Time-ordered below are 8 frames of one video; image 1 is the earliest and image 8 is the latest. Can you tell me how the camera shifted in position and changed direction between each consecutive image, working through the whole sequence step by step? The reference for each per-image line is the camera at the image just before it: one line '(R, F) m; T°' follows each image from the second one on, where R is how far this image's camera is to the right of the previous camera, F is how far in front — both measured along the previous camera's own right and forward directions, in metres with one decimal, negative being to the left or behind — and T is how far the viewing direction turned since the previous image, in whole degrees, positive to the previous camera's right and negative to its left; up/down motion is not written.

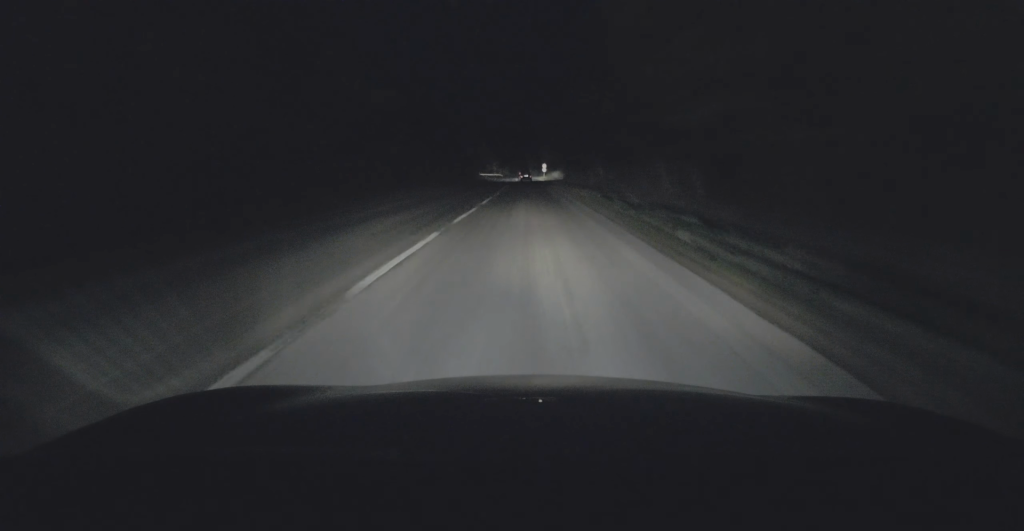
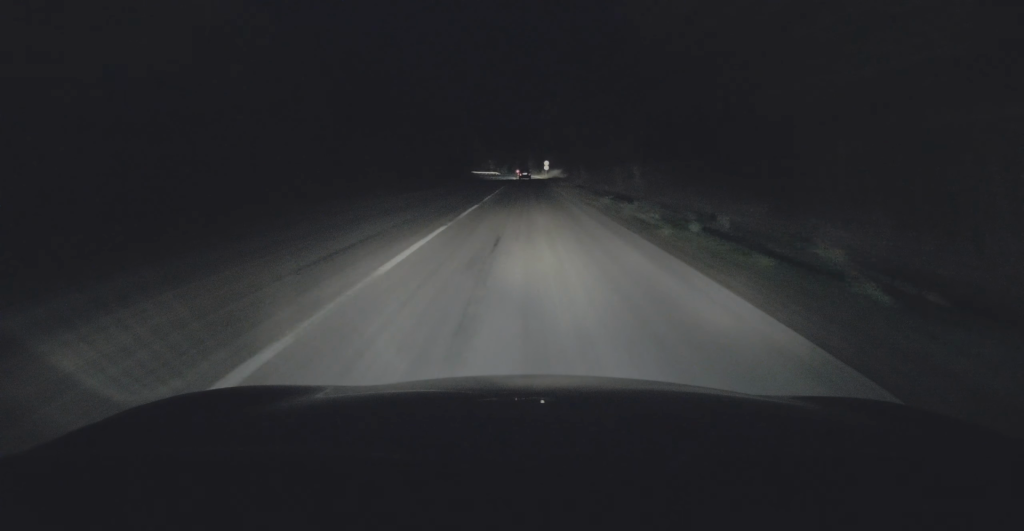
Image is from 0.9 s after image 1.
(-0.1, +18.4) m; -1°
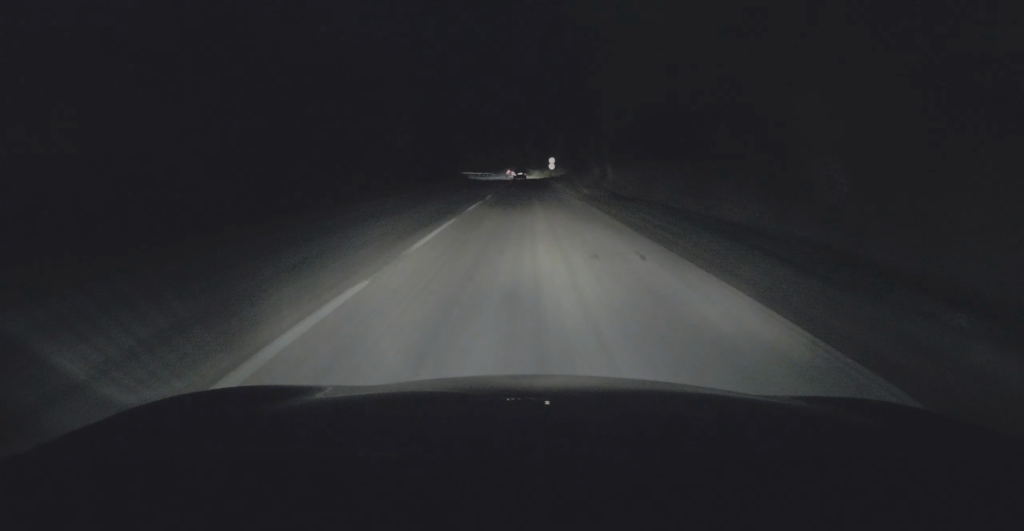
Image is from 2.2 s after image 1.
(-0.1, +23.9) m; 0°
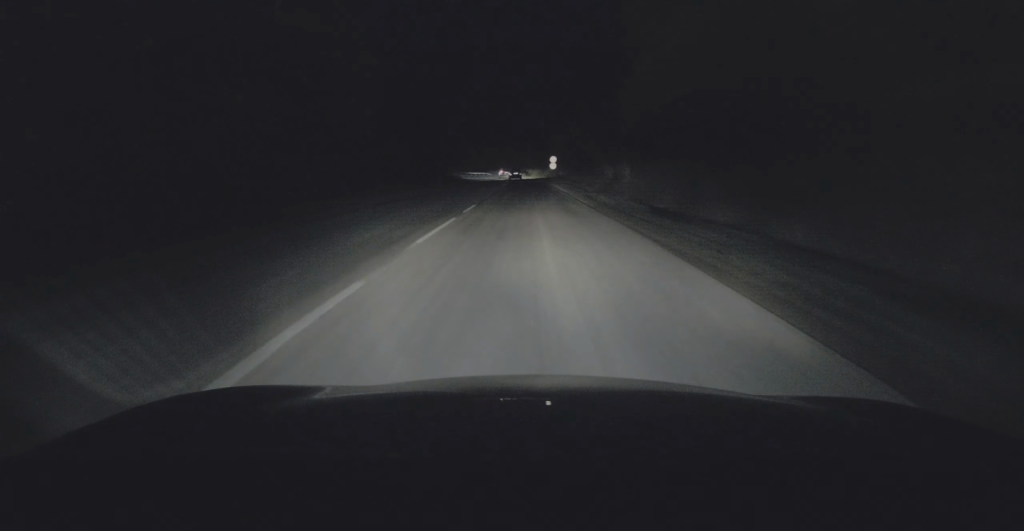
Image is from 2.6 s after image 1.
(+0.1, +8.9) m; 0°
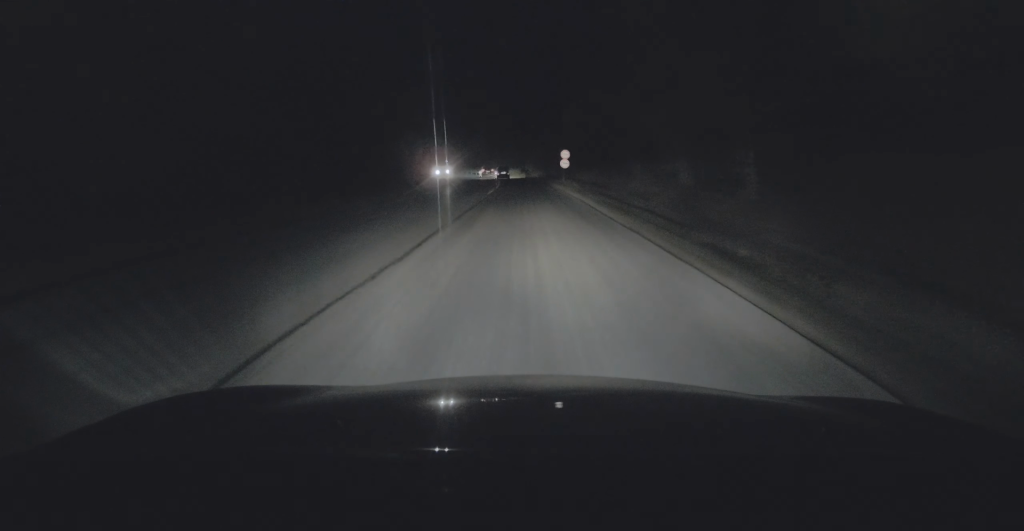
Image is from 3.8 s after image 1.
(+0.2, +21.5) m; 0°
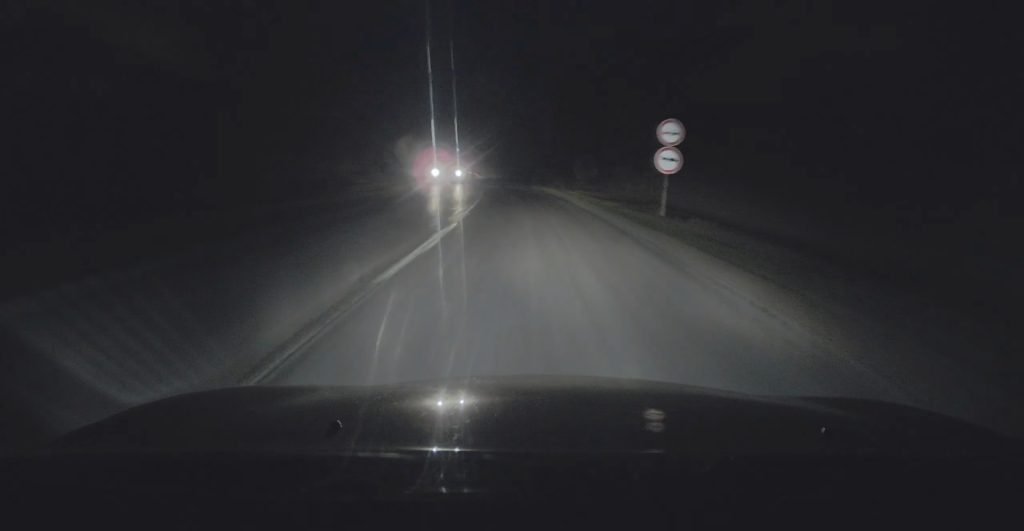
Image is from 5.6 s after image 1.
(-0.4, +34.8) m; -2°
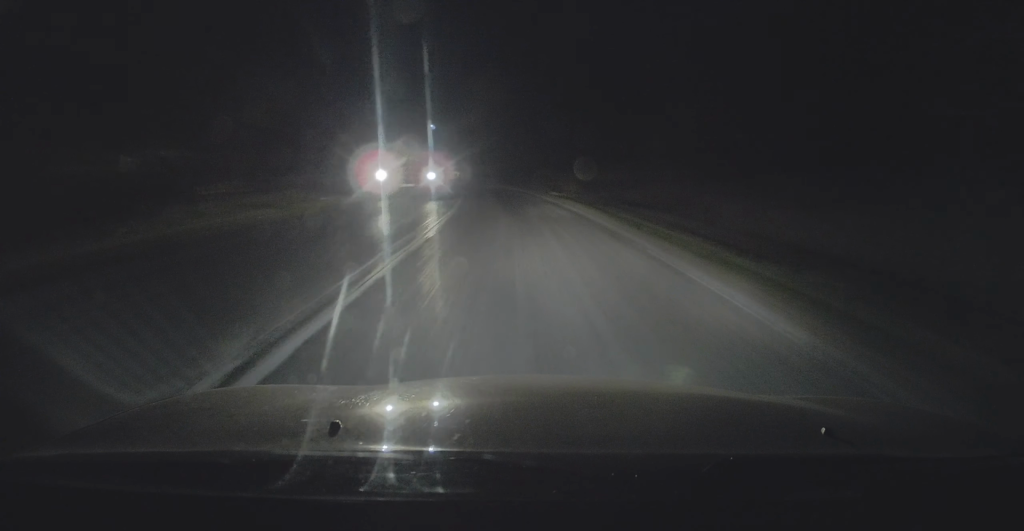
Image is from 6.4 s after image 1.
(0.0, +15.3) m; -2°
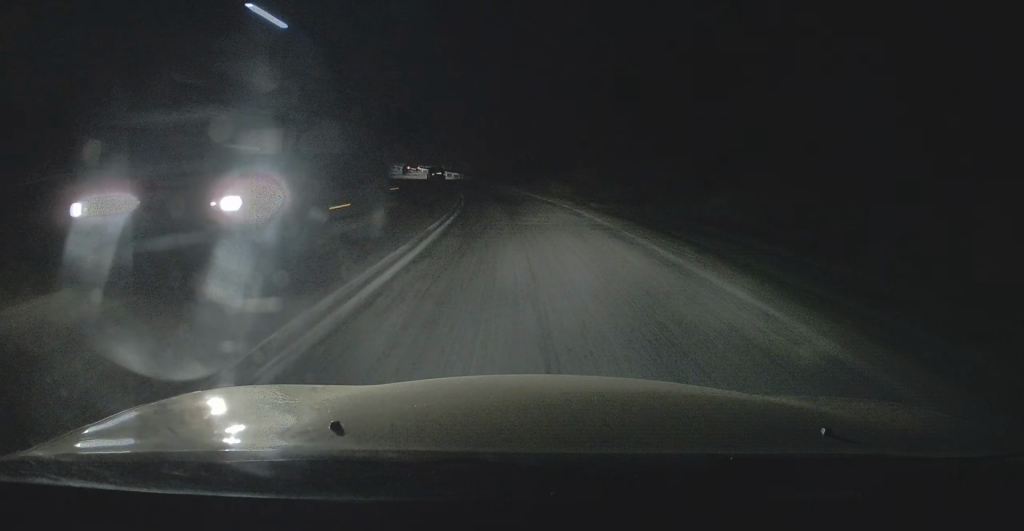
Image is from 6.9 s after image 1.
(-0.4, +10.2) m; -1°
